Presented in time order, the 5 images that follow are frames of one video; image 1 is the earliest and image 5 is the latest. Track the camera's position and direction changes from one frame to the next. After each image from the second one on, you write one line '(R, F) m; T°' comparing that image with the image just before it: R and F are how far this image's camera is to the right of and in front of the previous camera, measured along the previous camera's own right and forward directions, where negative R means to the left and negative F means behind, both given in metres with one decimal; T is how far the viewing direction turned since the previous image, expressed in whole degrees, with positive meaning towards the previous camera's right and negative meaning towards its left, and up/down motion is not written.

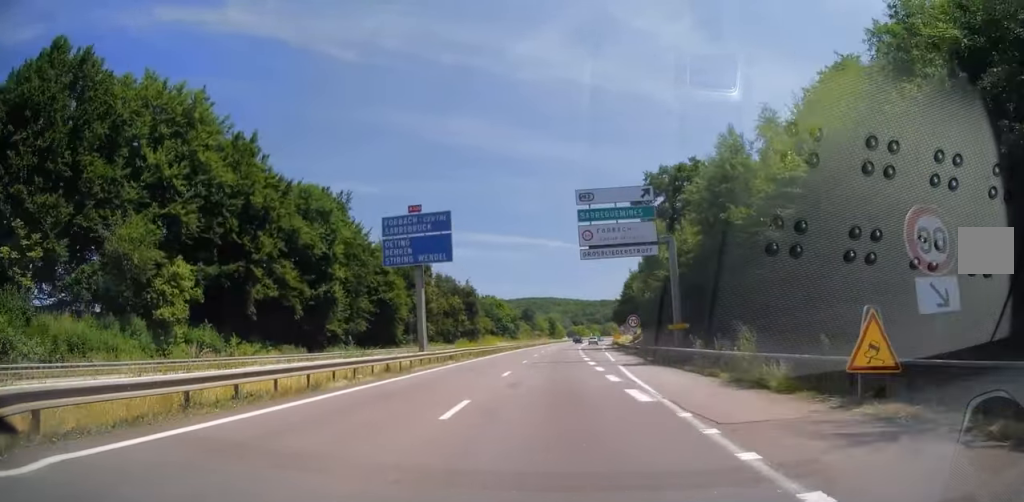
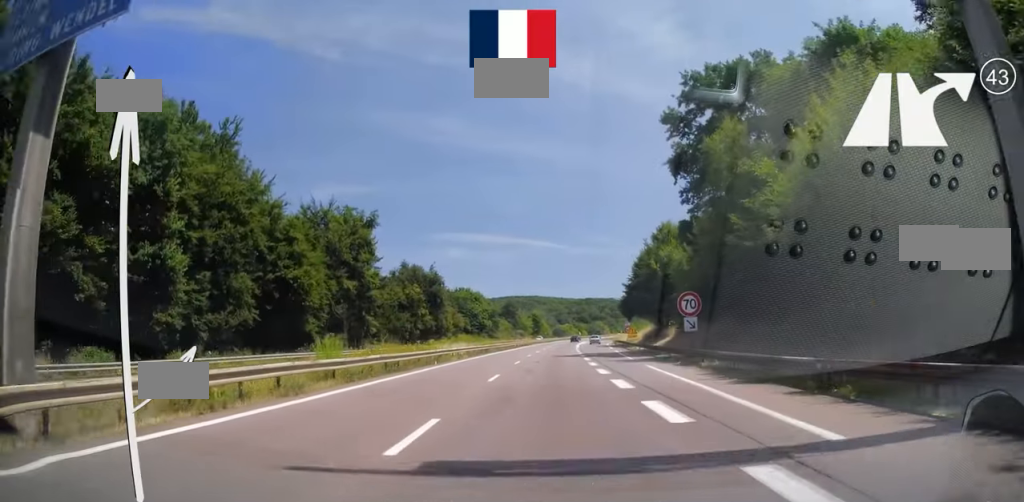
(+0.1, +27.6) m; +1°
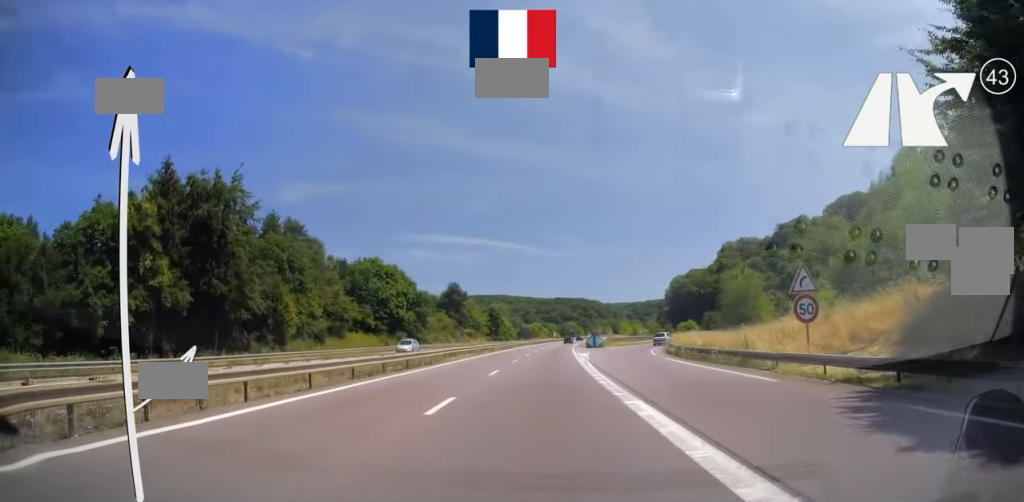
(+2.4, +68.5) m; +4°
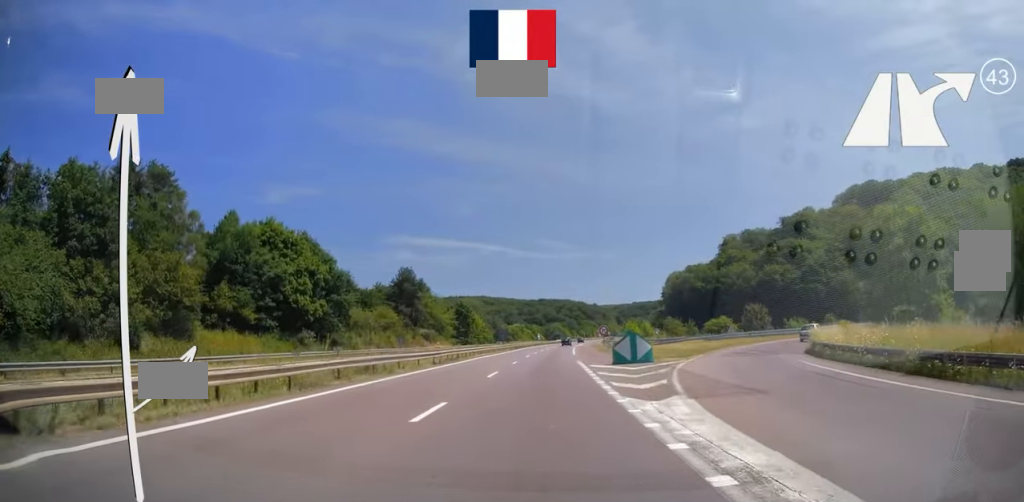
(+0.7, +37.0) m; +2°
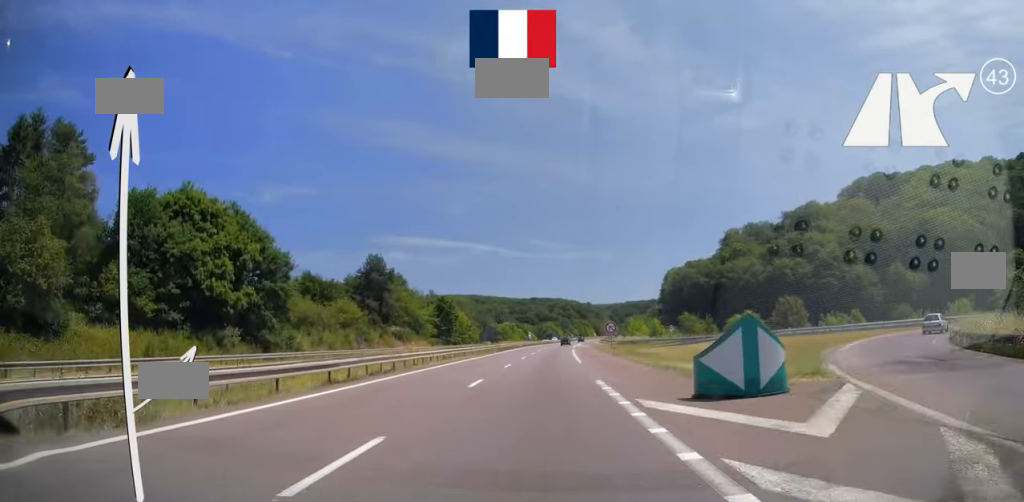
(+0.1, +16.8) m; +1°
